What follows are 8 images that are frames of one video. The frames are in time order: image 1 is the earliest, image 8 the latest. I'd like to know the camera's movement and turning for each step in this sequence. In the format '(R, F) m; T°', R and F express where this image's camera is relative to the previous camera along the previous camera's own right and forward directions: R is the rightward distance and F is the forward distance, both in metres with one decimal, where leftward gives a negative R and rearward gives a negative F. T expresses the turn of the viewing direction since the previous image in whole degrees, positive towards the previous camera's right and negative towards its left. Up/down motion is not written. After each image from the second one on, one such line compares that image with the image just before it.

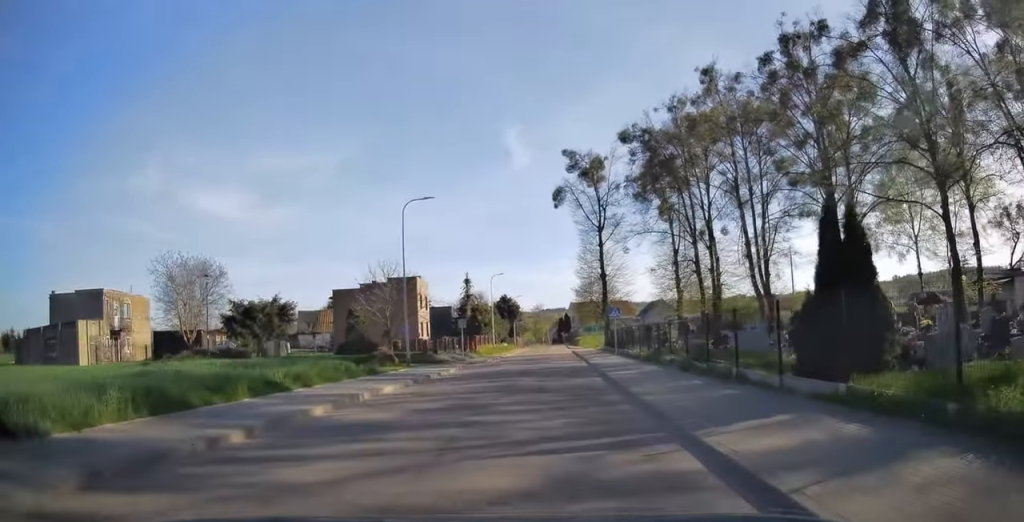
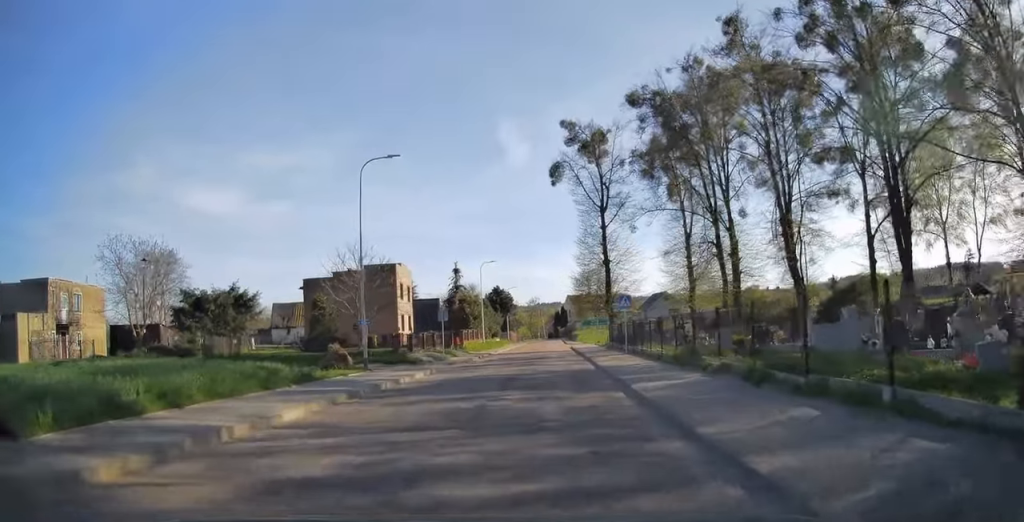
(0.0, +6.5) m; +1°
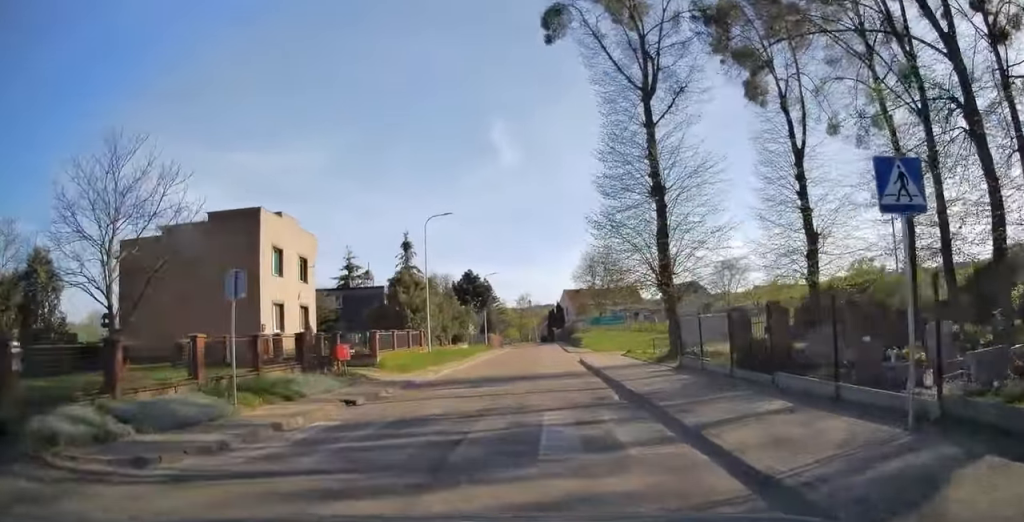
(+0.4, +24.6) m; +1°
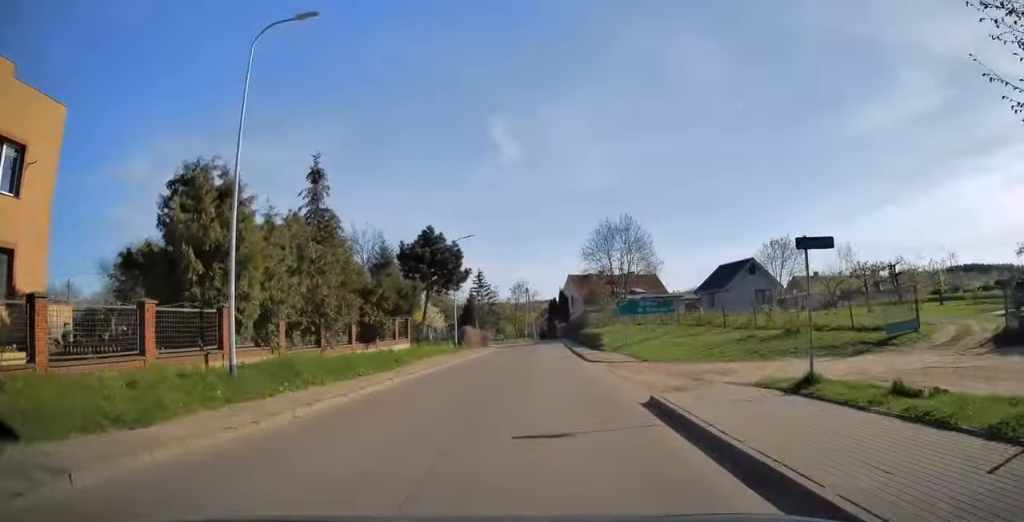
(-0.1, +22.0) m; 0°
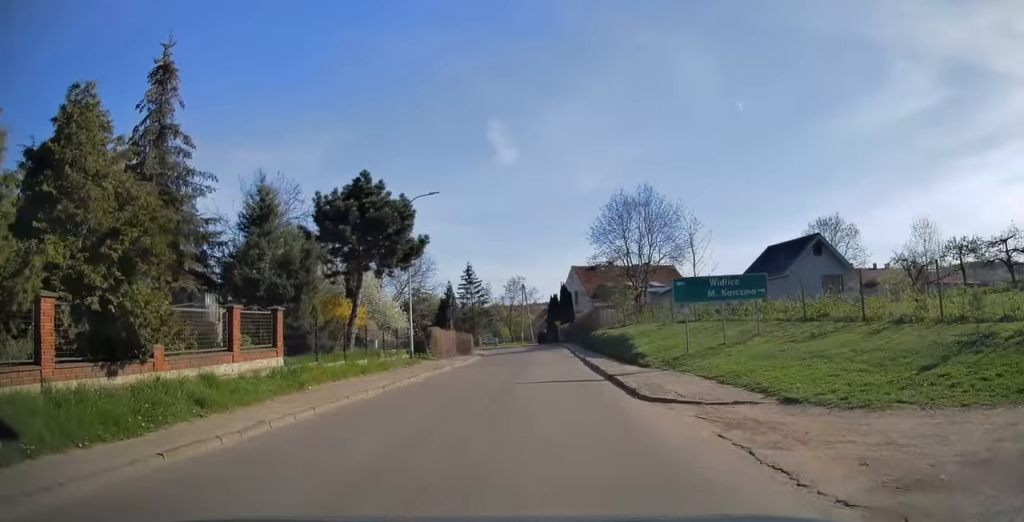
(0.0, +14.6) m; 0°
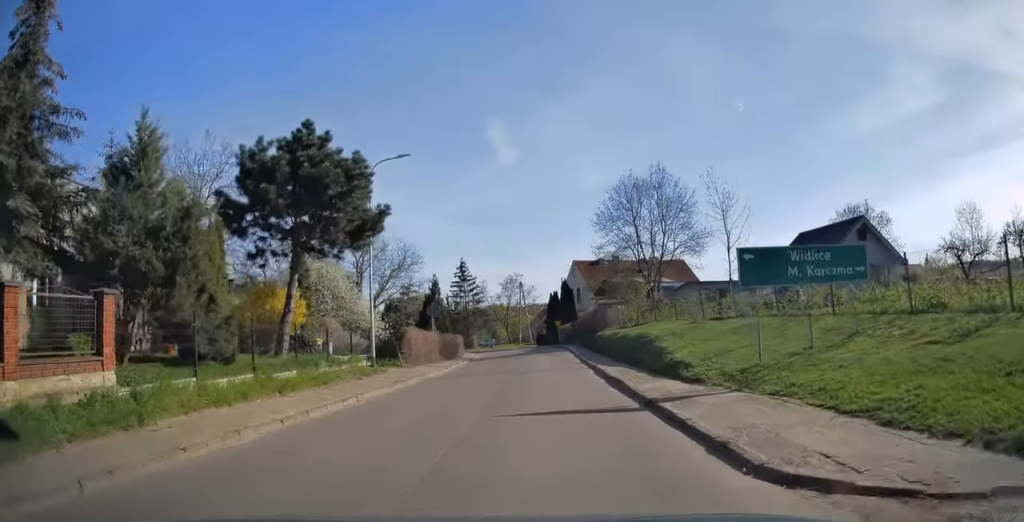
(0.0, +6.6) m; 0°
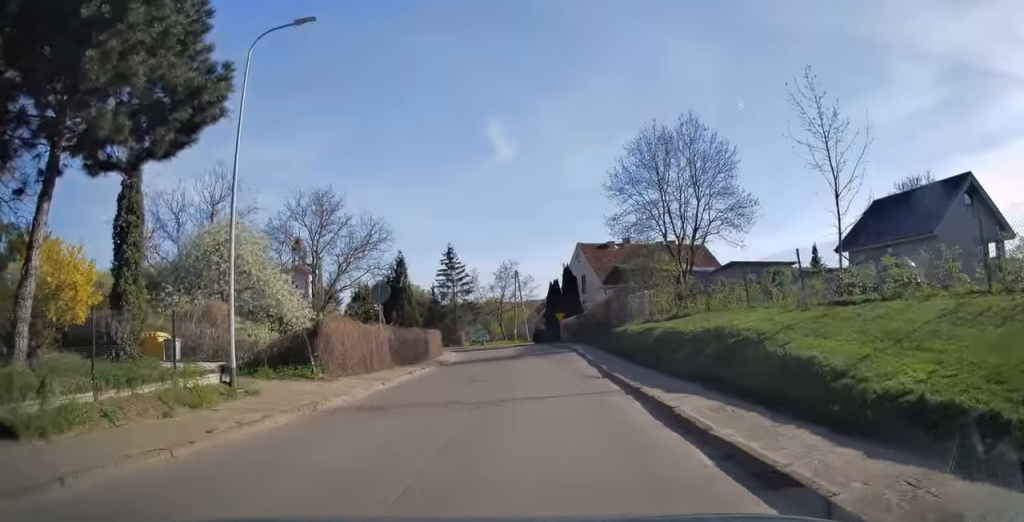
(0.0, +10.7) m; 0°
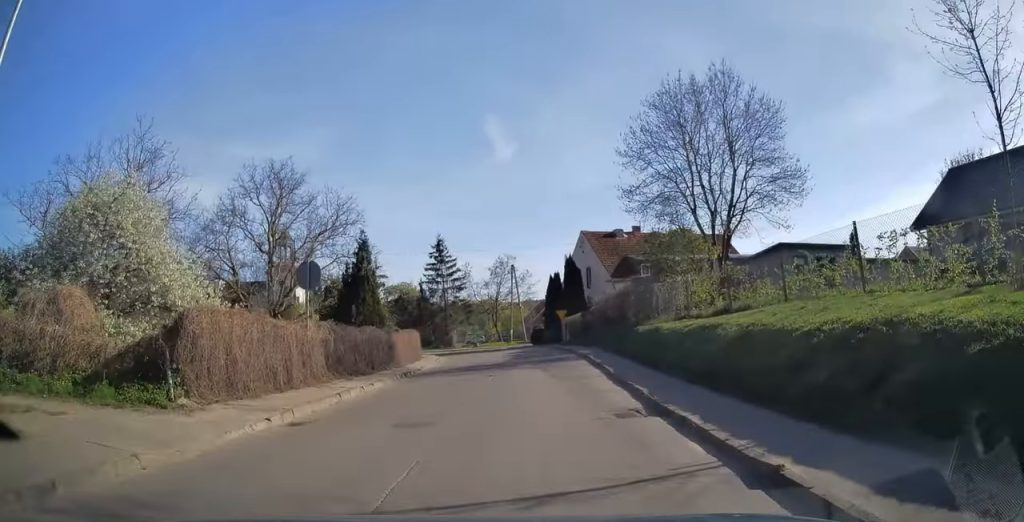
(0.0, +7.2) m; 0°
